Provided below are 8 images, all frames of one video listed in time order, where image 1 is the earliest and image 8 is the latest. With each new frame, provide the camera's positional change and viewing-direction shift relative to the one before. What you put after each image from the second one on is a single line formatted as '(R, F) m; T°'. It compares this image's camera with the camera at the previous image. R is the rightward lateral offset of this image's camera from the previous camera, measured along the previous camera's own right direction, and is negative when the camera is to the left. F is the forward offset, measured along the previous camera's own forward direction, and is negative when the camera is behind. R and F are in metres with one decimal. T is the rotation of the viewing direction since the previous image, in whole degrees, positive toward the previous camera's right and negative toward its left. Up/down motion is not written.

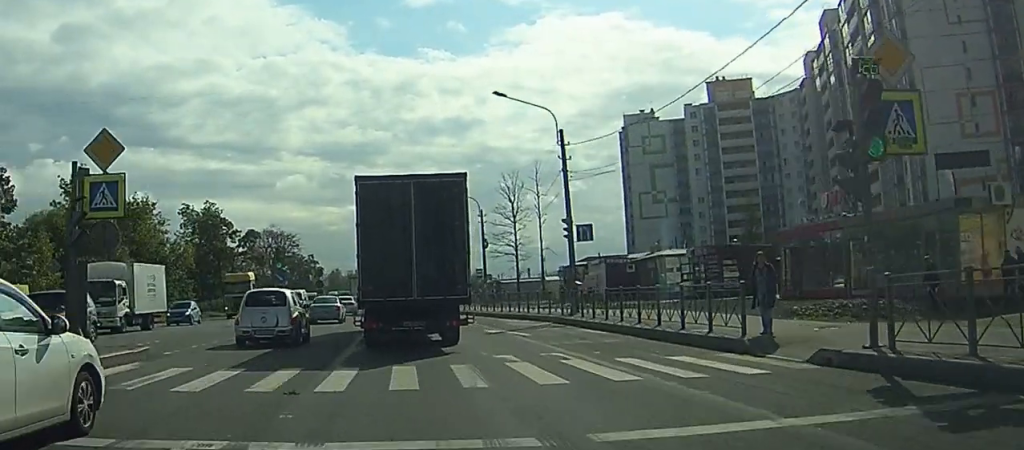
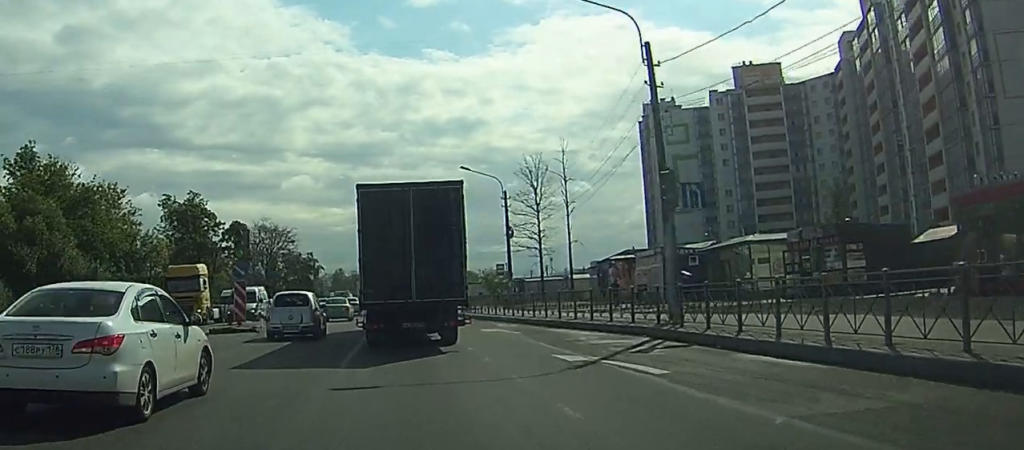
(0.0, +14.1) m; 0°
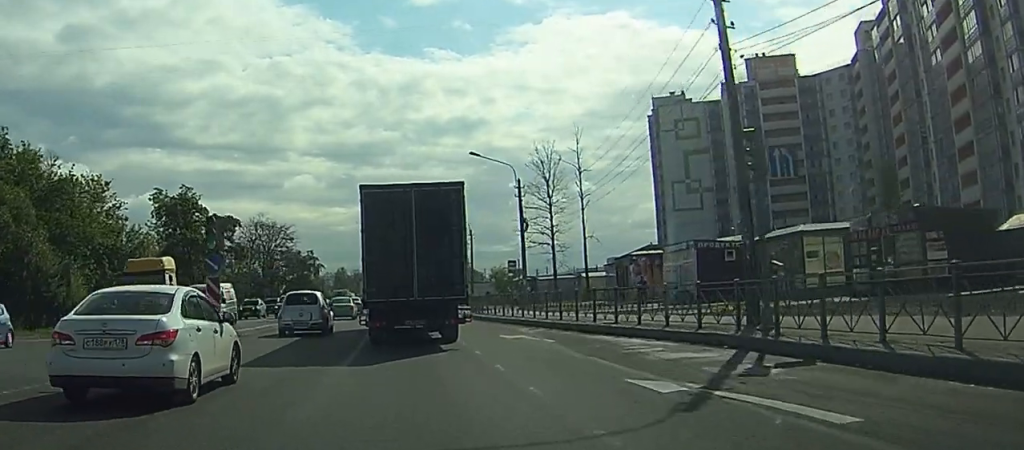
(0.0, +5.8) m; 0°
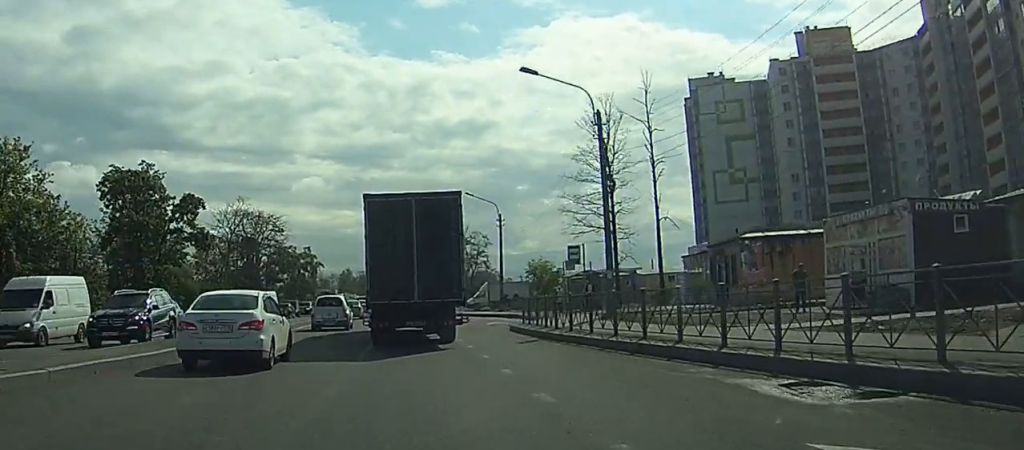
(-0.1, +20.8) m; 0°
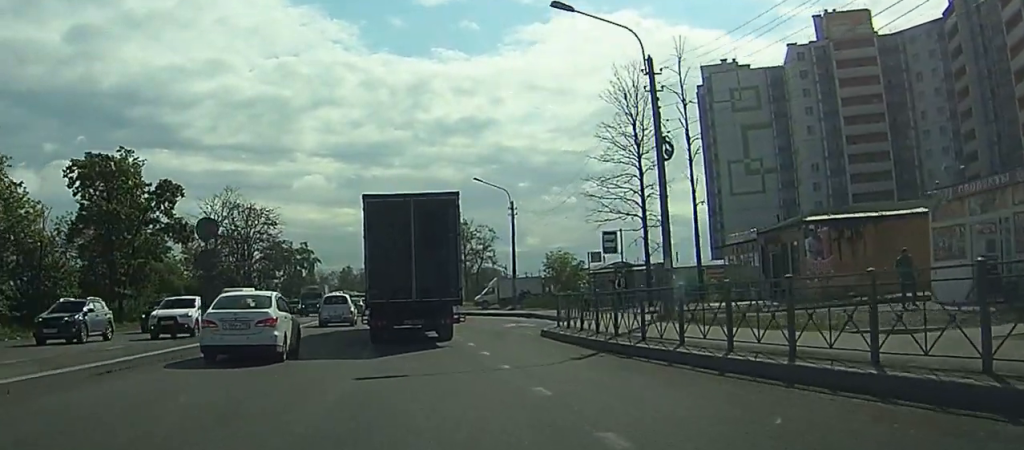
(0.0, +7.5) m; 0°
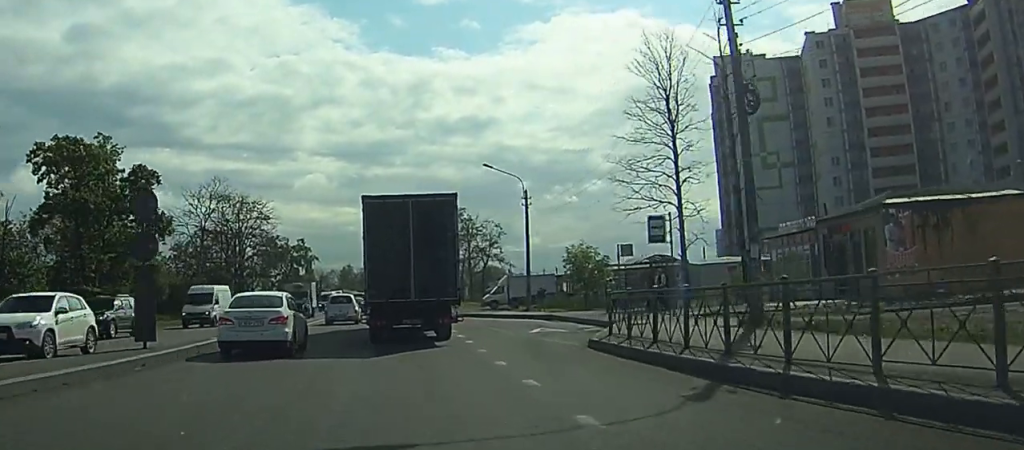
(0.0, +6.8) m; 0°
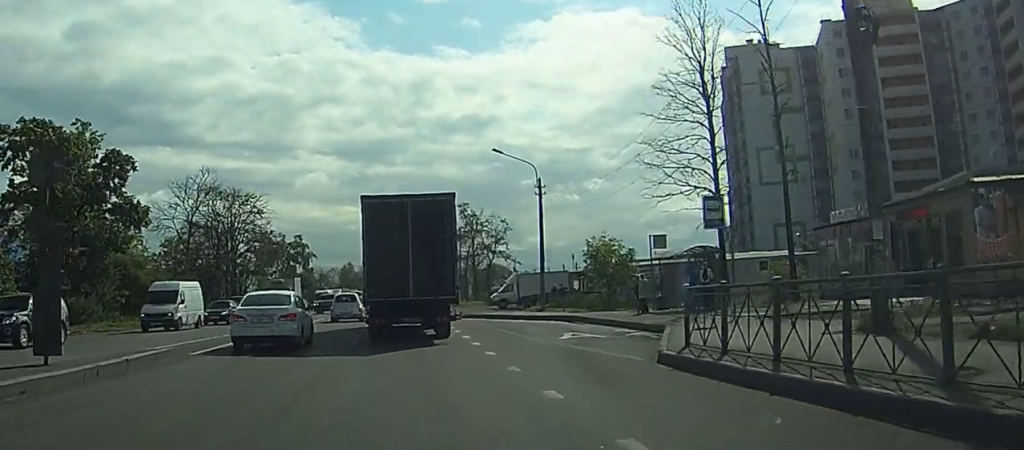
(0.0, +5.8) m; +1°
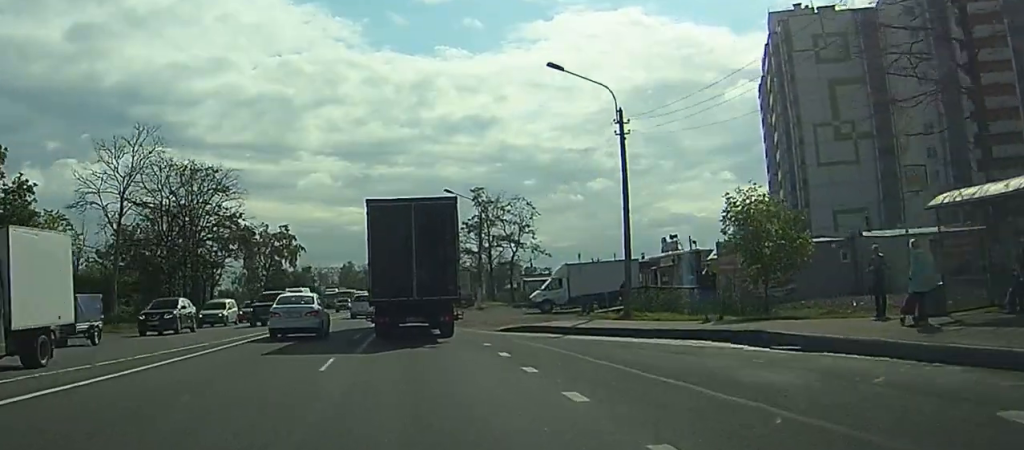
(+0.9, +21.0) m; -2°
